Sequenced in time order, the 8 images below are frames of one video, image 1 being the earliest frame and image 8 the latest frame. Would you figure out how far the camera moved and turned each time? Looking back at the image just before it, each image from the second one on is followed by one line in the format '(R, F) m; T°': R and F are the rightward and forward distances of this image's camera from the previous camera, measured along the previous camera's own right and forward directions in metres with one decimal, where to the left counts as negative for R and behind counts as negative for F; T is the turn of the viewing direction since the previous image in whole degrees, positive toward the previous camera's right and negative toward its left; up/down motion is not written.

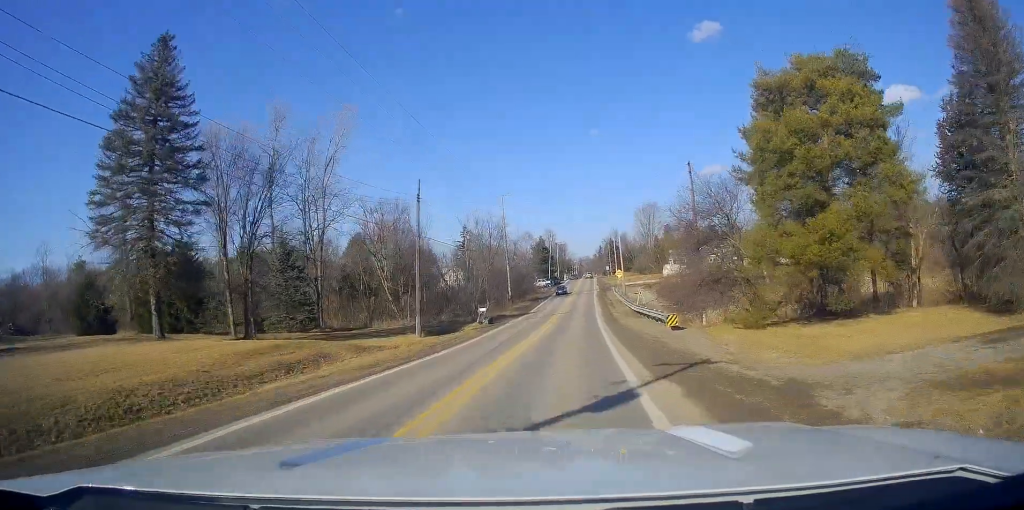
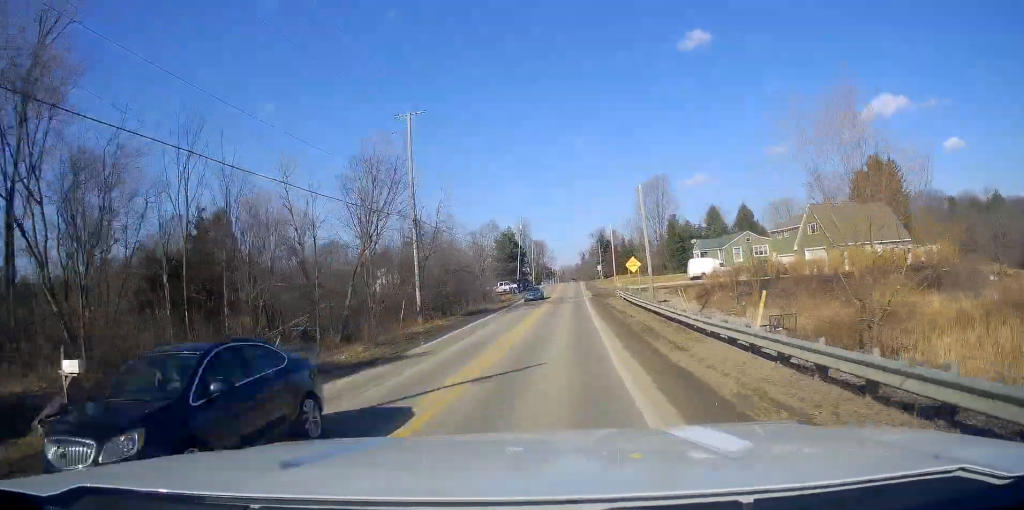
(+1.5, +41.8) m; +4°
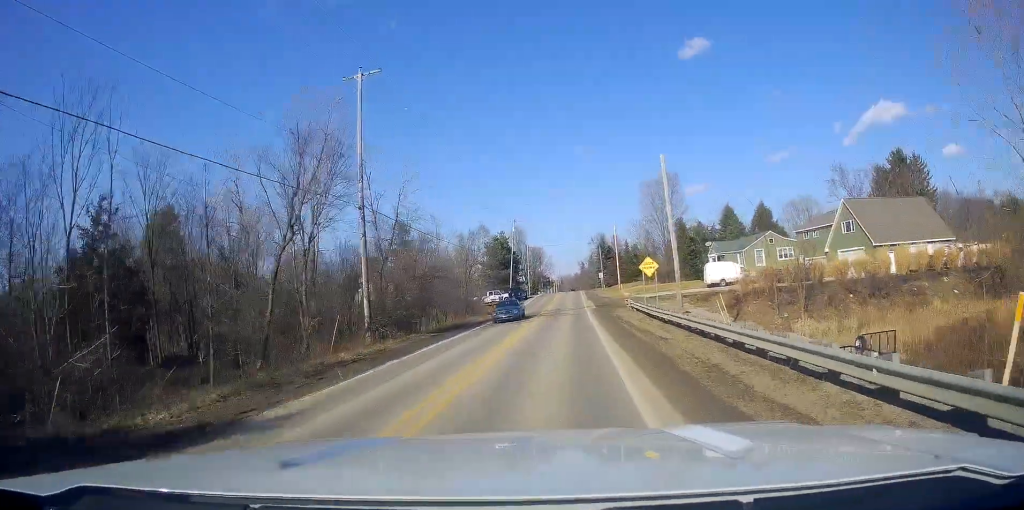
(+0.2, +11.8) m; +1°
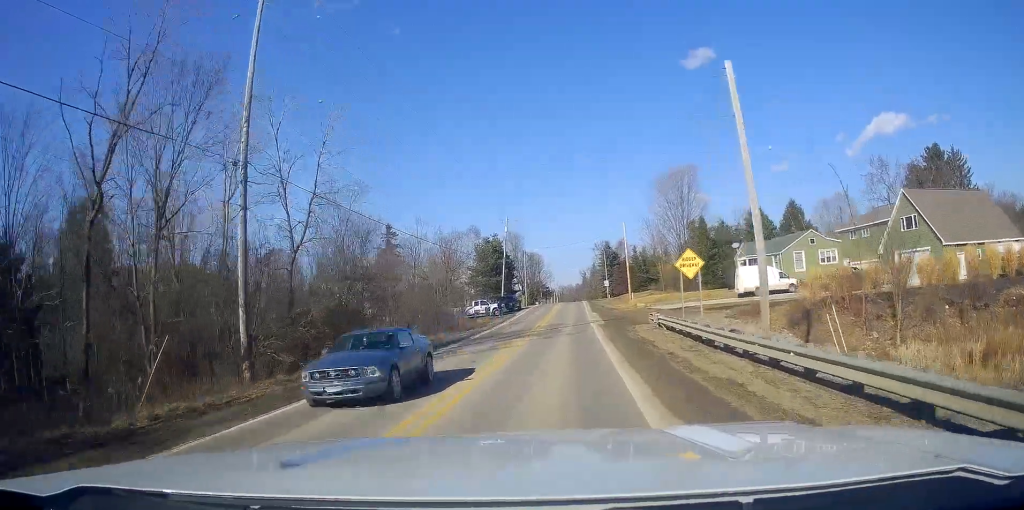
(0.0, +13.0) m; 0°
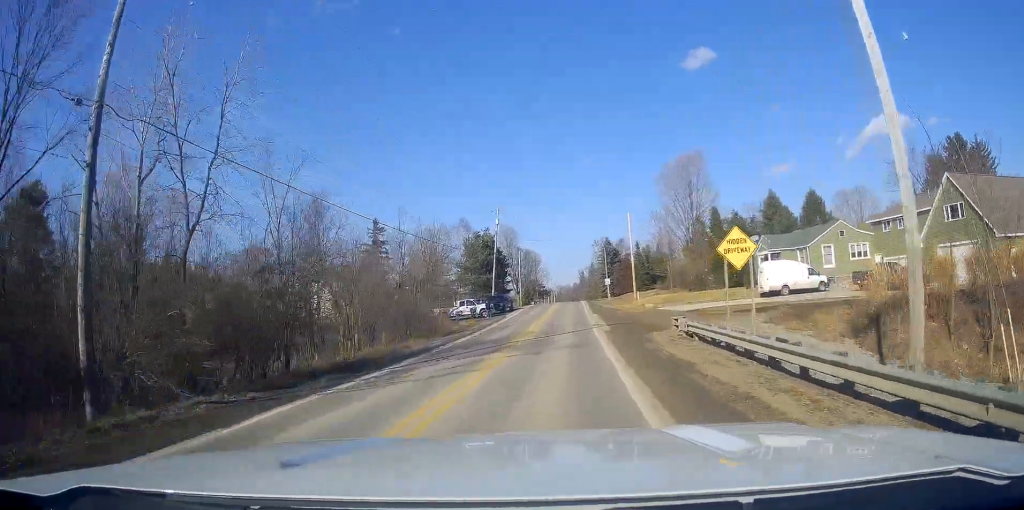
(0.0, +7.7) m; 0°
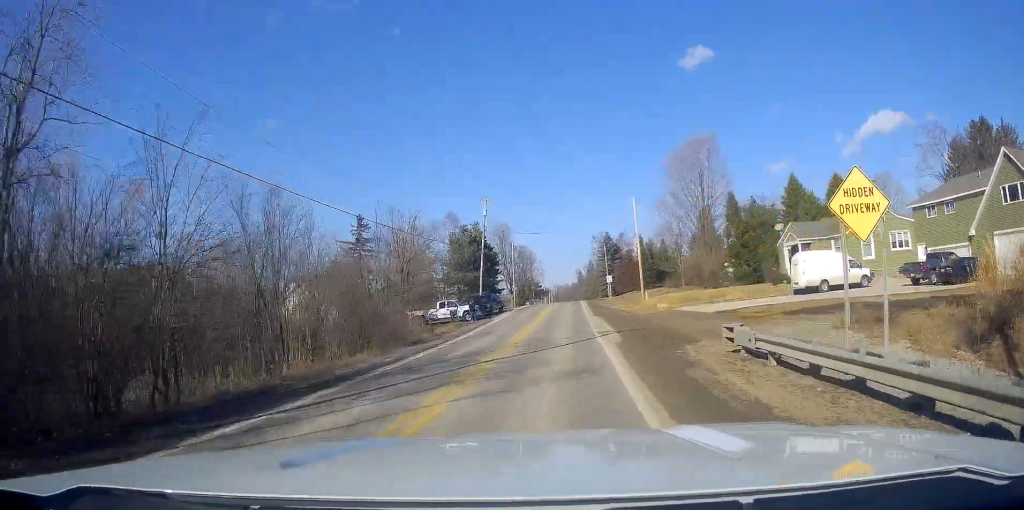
(0.0, +8.1) m; 0°
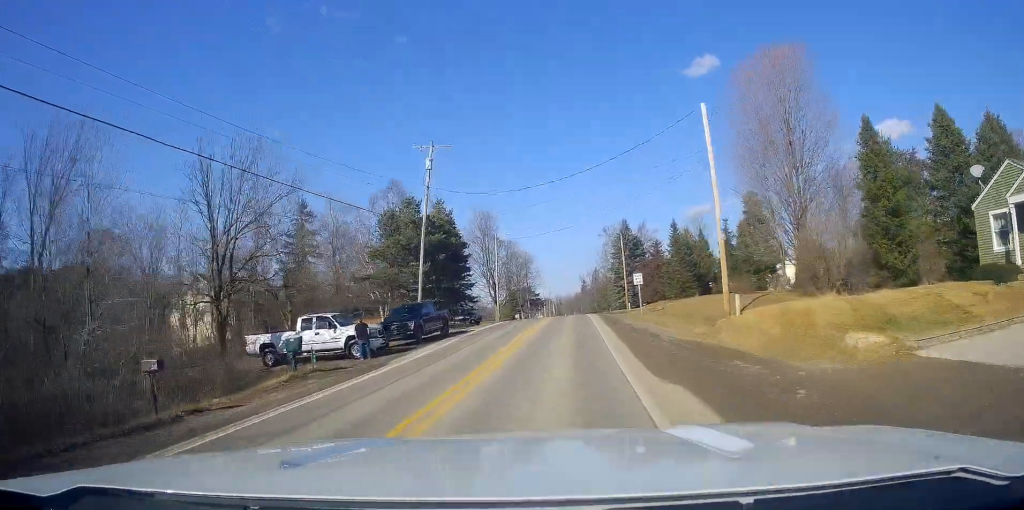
(0.0, +30.6) m; -1°
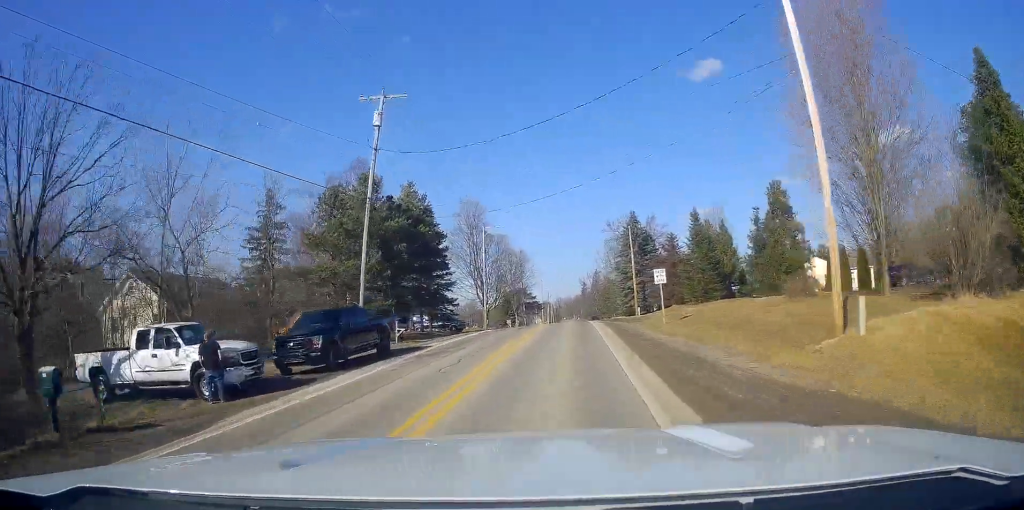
(-0.1, +12.2) m; -1°
